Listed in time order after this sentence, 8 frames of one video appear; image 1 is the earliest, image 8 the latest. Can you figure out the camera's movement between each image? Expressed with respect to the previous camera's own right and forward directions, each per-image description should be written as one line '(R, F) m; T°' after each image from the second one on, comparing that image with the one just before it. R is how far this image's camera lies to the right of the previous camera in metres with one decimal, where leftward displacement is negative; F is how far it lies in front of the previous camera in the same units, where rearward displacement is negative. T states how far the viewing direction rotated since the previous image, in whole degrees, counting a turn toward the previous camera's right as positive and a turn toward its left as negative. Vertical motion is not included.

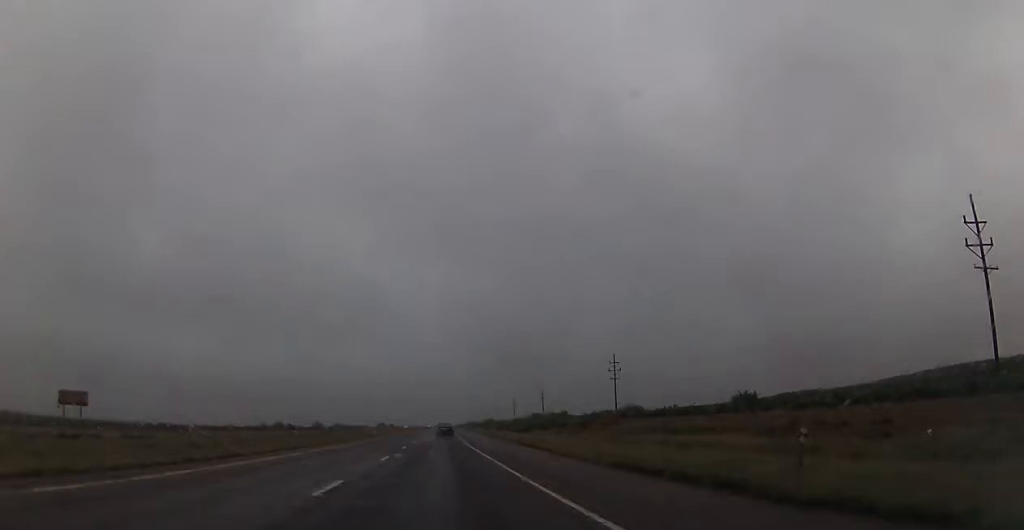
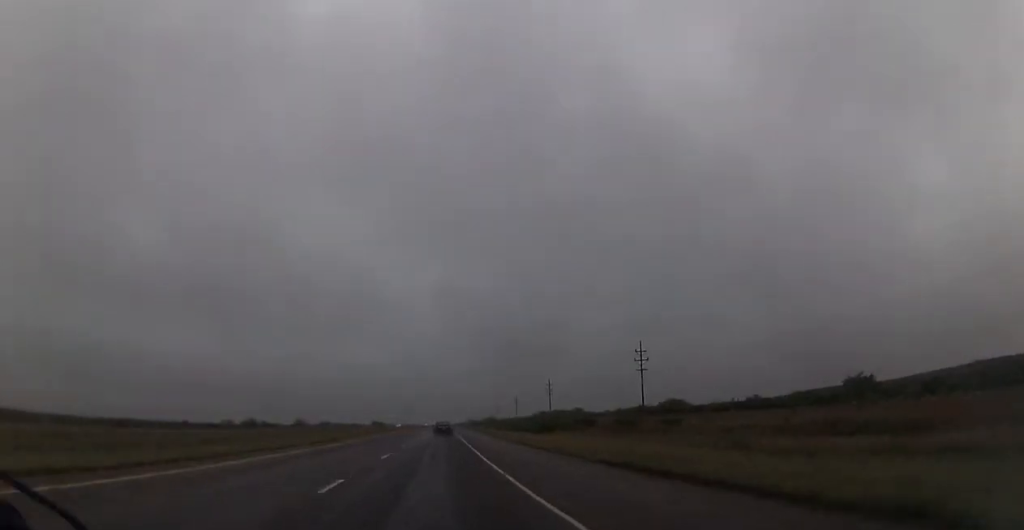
(0.0, +24.2) m; 0°
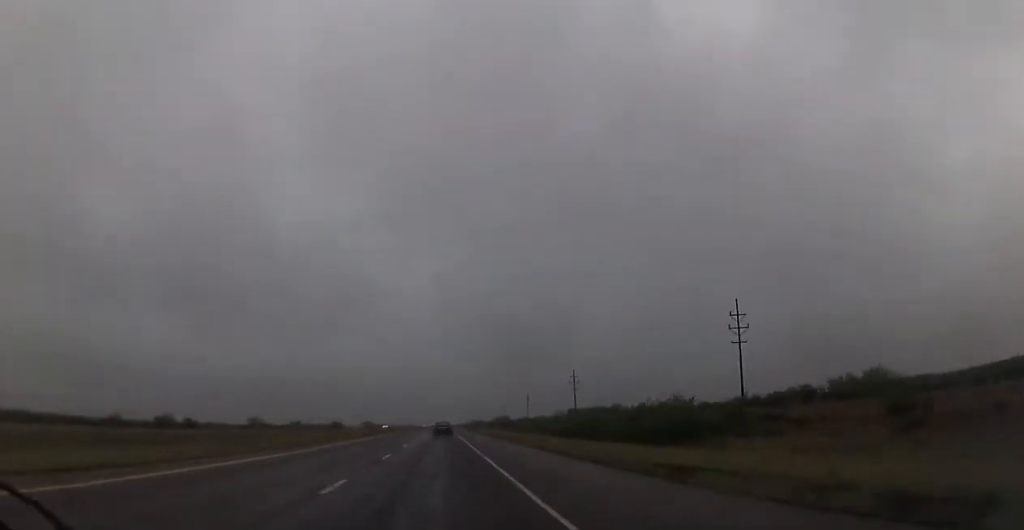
(0.0, +48.3) m; 0°
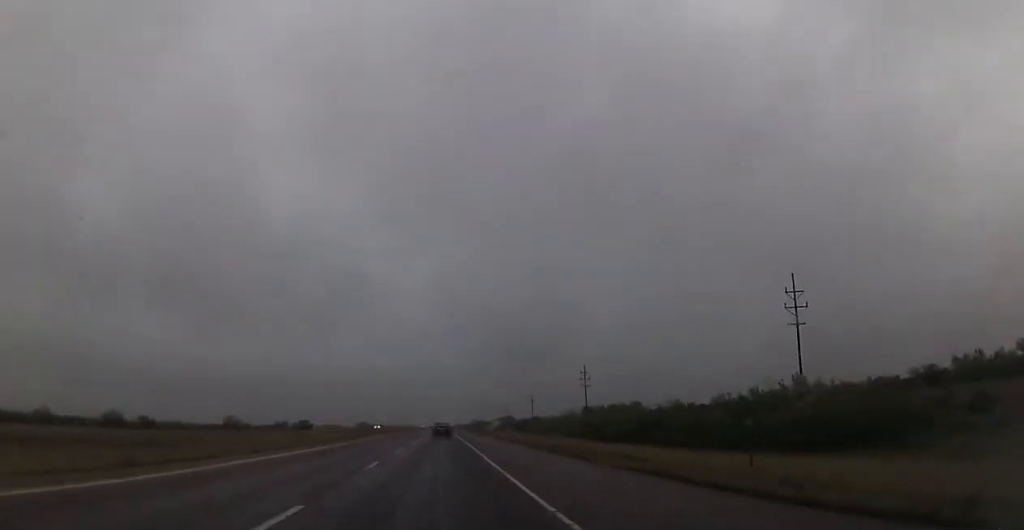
(0.0, +16.9) m; 0°
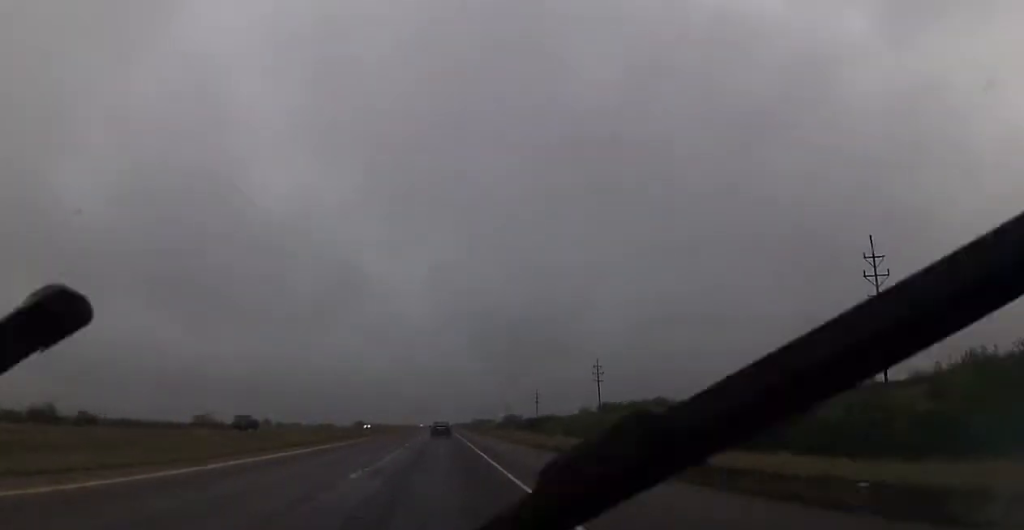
(0.0, +16.9) m; 0°
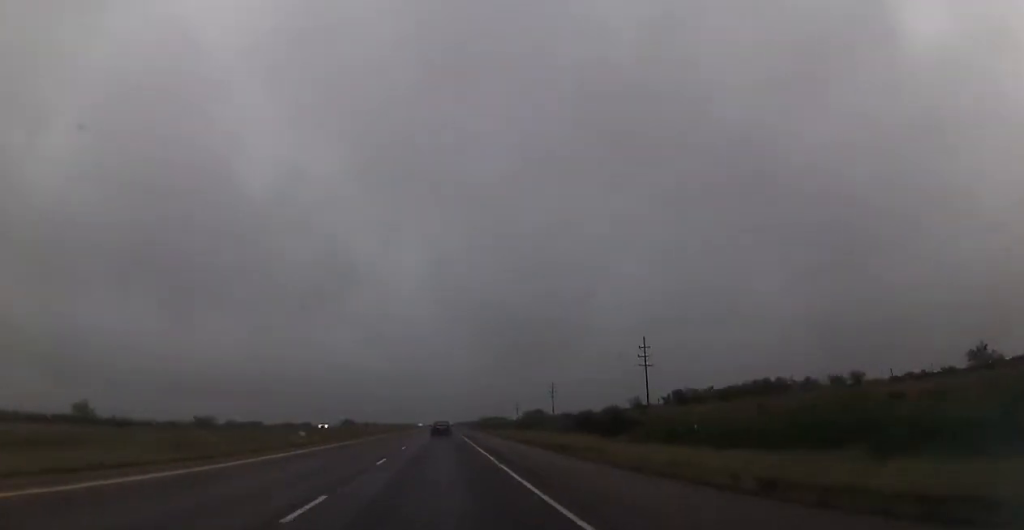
(-0.2, +42.2) m; 0°
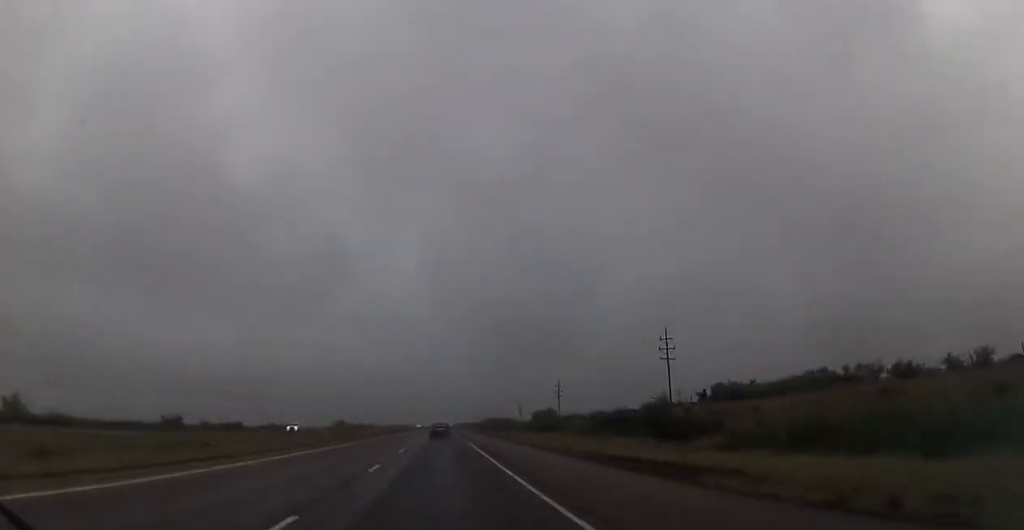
(+0.1, +14.5) m; 0°
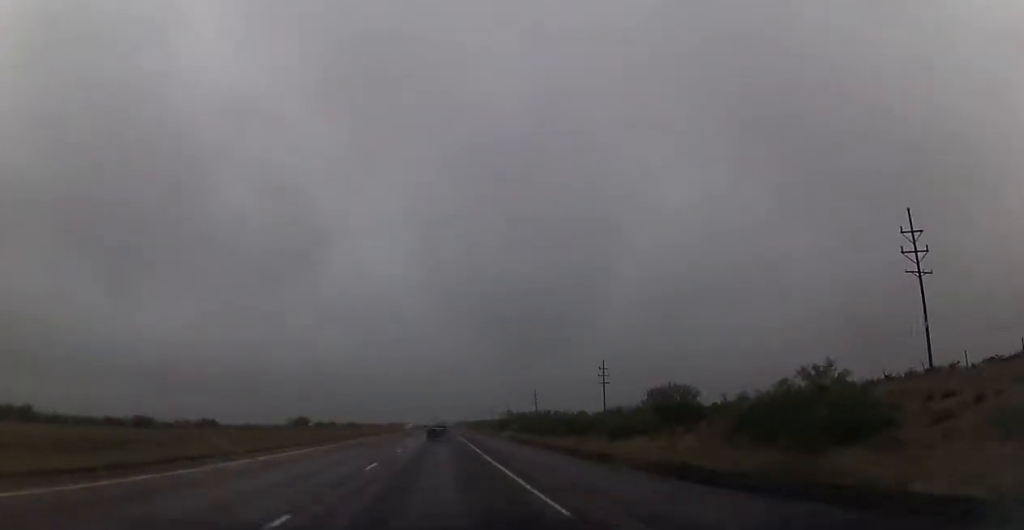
(+0.1, +72.6) m; 0°
